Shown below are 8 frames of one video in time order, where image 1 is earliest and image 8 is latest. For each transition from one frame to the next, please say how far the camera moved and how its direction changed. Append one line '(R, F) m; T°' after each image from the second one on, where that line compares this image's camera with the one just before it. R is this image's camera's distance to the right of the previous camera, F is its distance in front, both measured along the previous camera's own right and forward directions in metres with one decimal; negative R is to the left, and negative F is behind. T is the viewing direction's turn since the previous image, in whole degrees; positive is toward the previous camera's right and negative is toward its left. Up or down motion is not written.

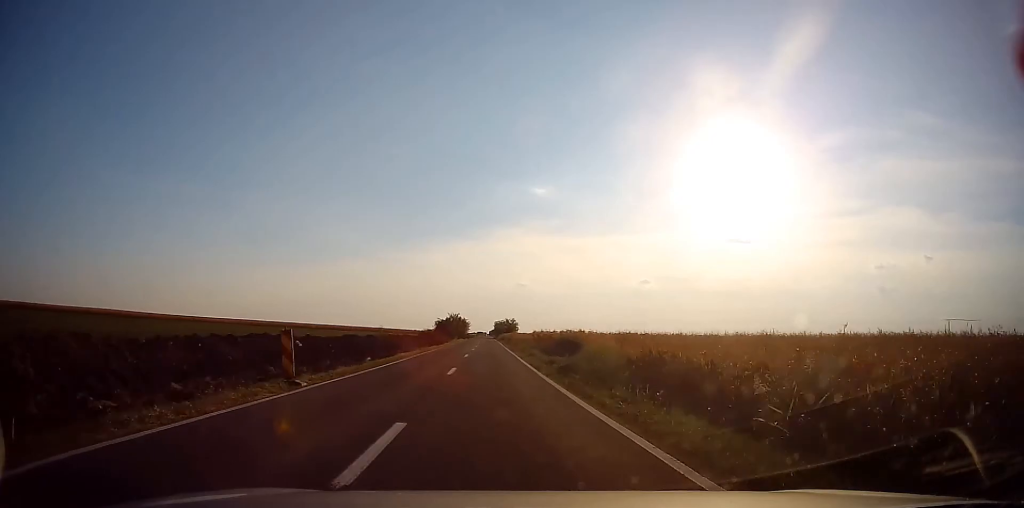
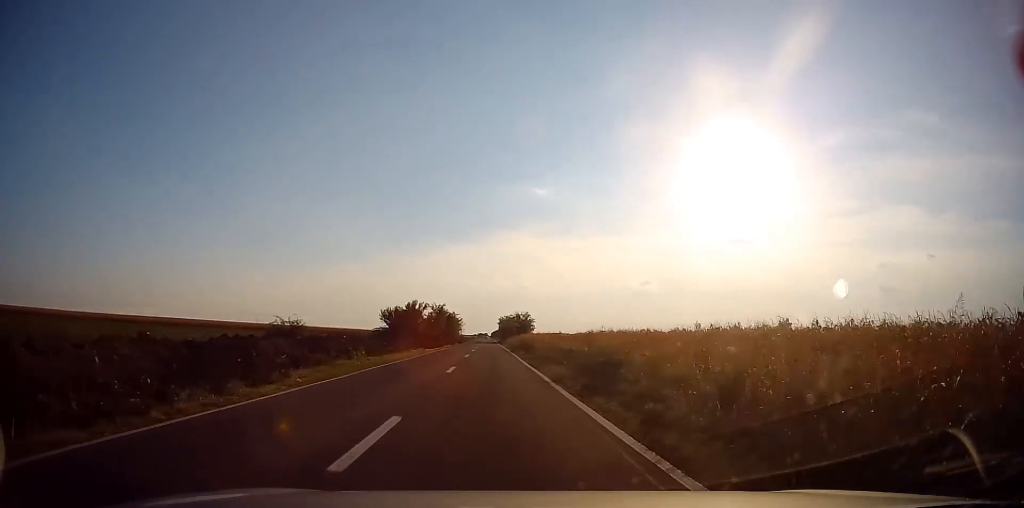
(+0.1, +59.7) m; 0°
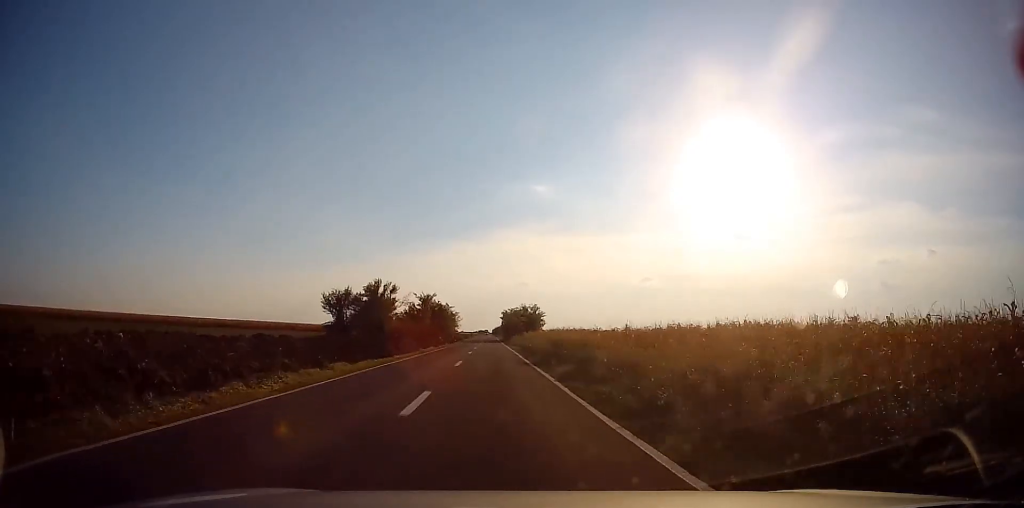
(-0.1, +20.7) m; 0°
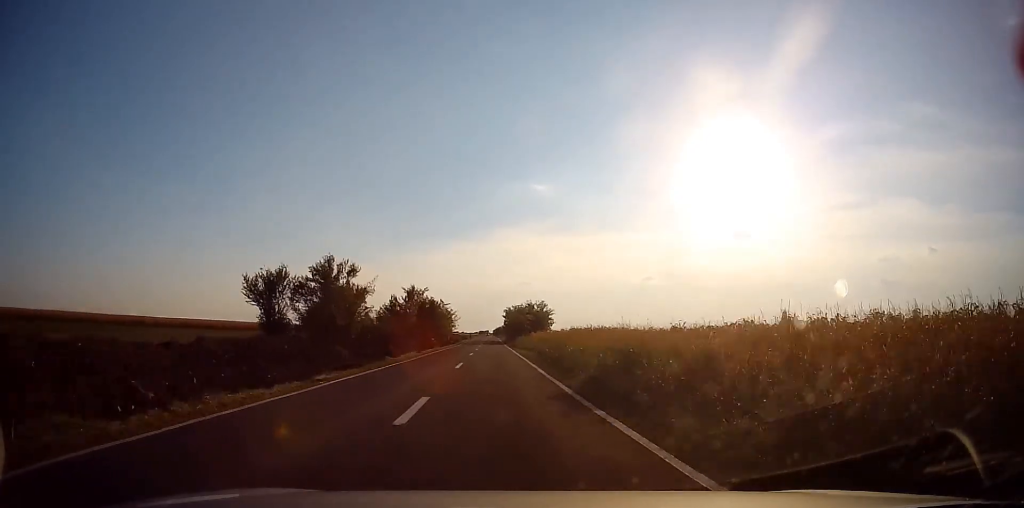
(-0.1, +12.6) m; 0°
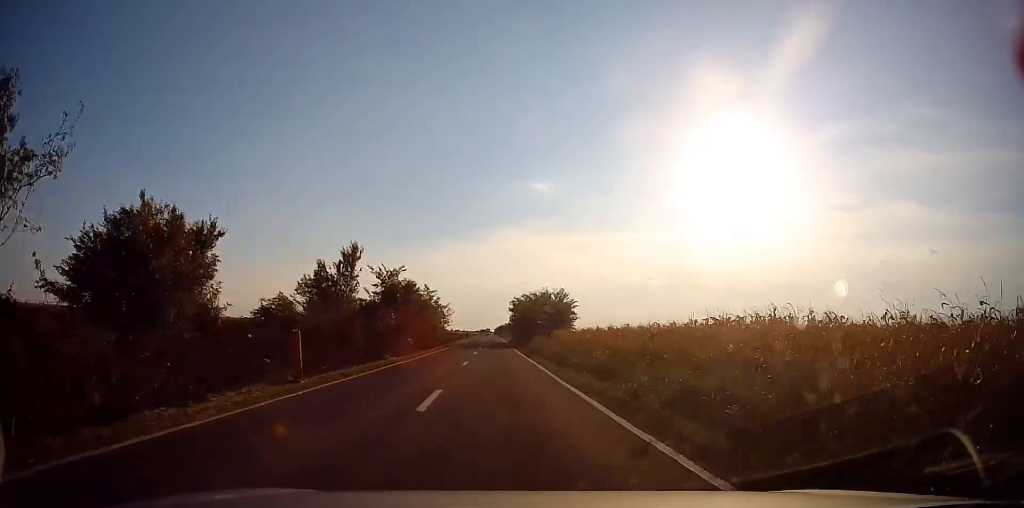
(0.0, +22.6) m; +1°
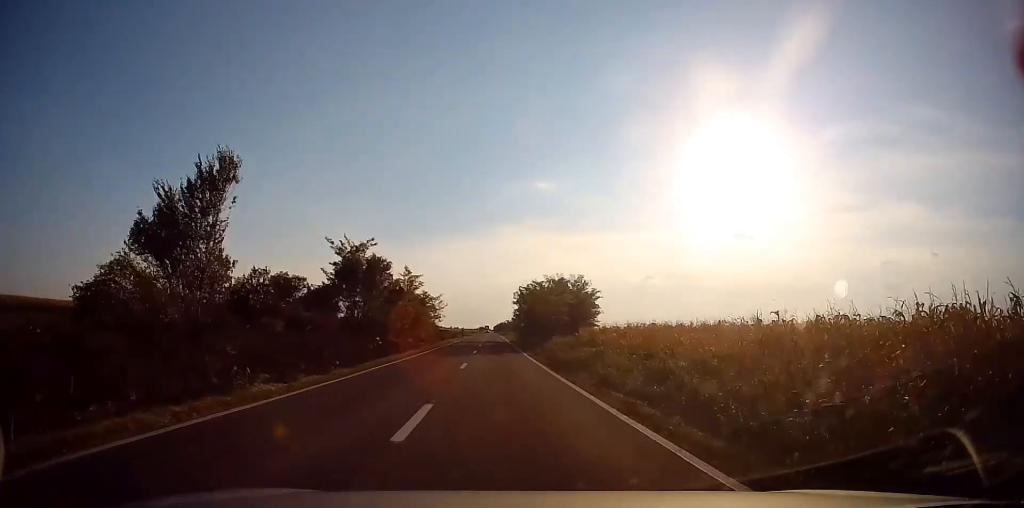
(+0.1, +14.6) m; 0°
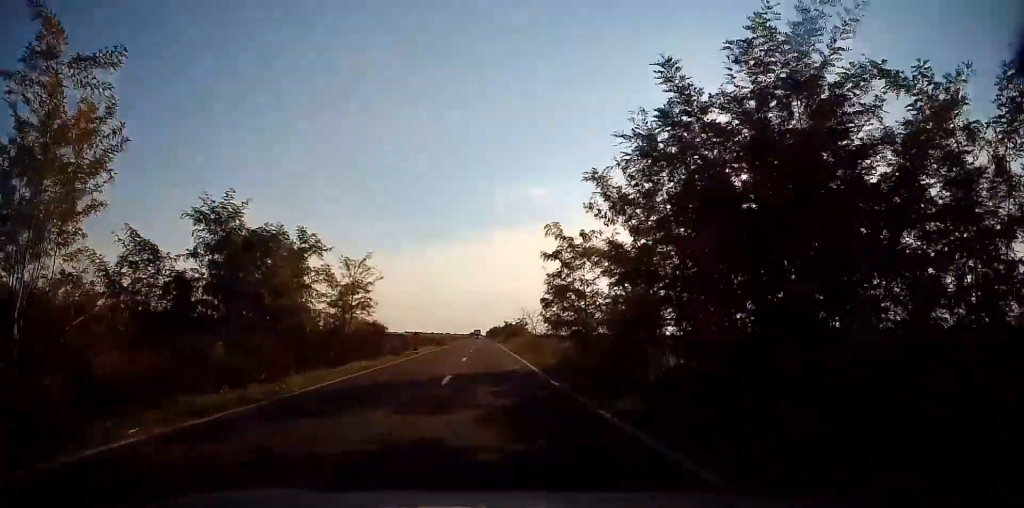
(-0.5, +41.6) m; 0°
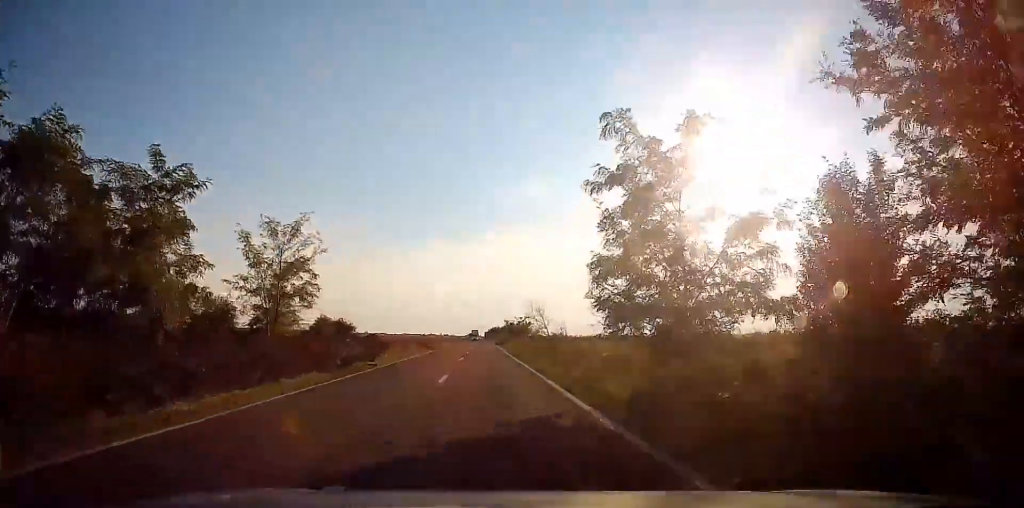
(+0.3, +11.4) m; +1°
